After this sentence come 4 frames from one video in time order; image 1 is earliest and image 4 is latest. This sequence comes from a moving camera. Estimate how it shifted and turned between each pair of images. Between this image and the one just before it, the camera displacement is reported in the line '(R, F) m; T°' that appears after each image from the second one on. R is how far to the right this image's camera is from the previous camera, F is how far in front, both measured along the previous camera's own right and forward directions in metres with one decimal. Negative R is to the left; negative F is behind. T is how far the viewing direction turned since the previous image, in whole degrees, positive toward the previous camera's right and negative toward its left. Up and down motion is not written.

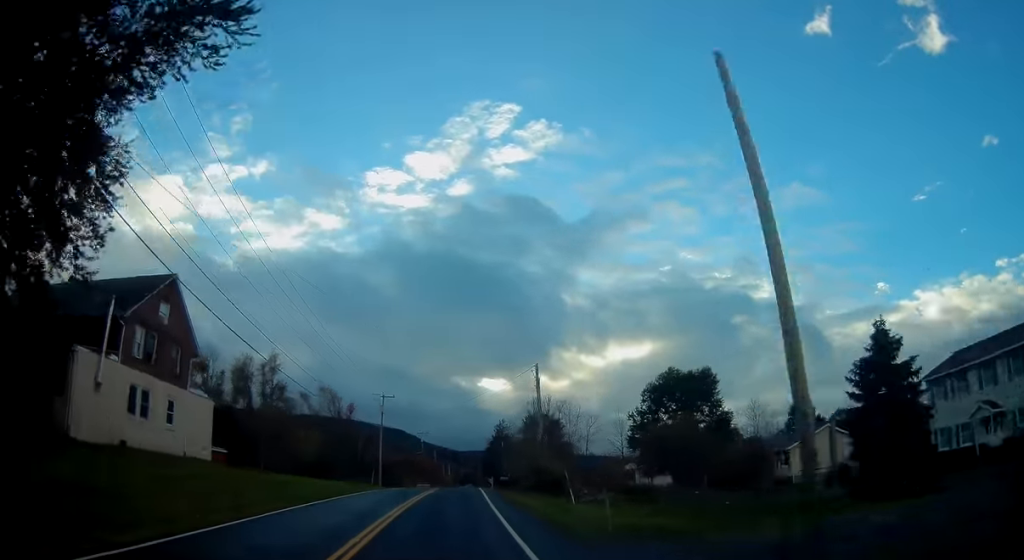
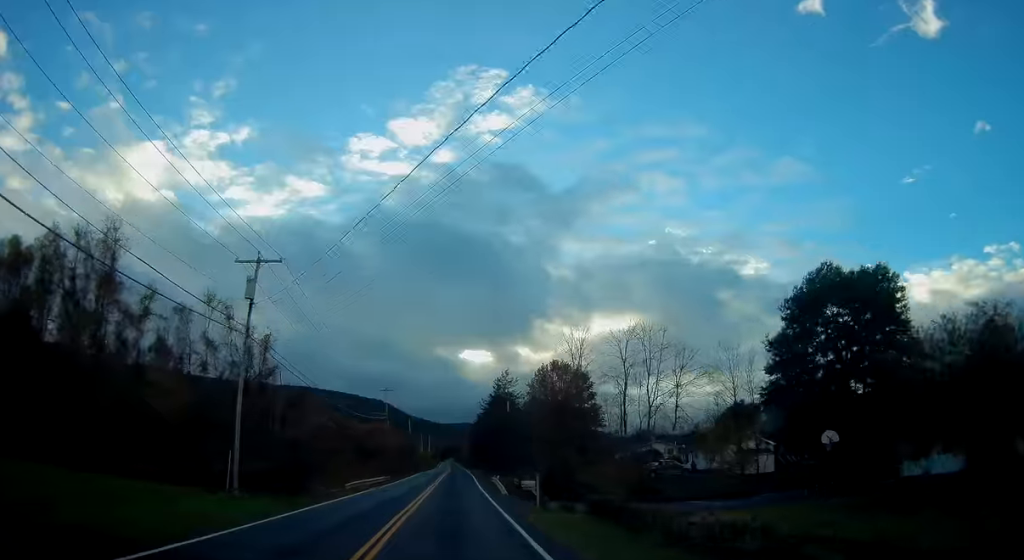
(-0.1, +41.7) m; 0°
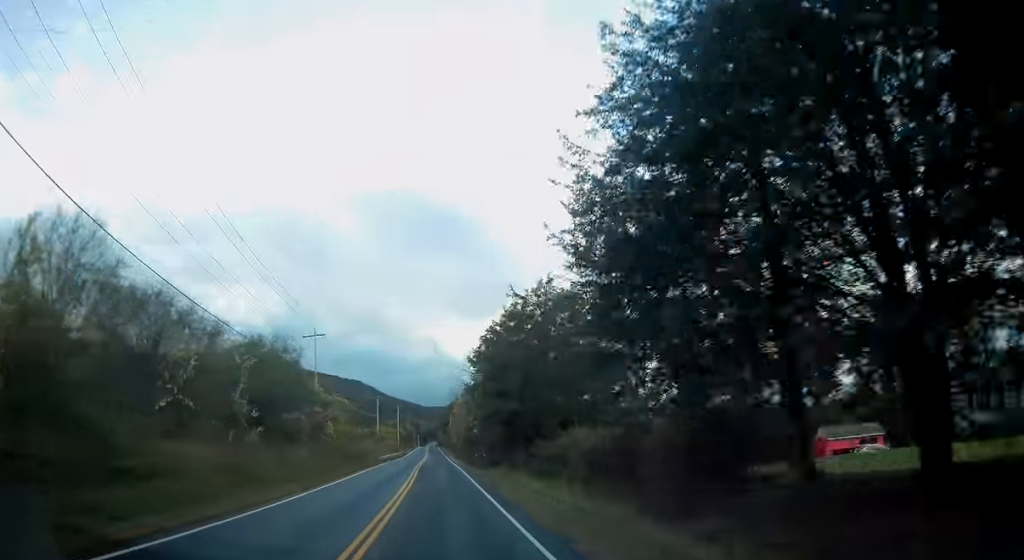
(+1.9, +84.3) m; +2°
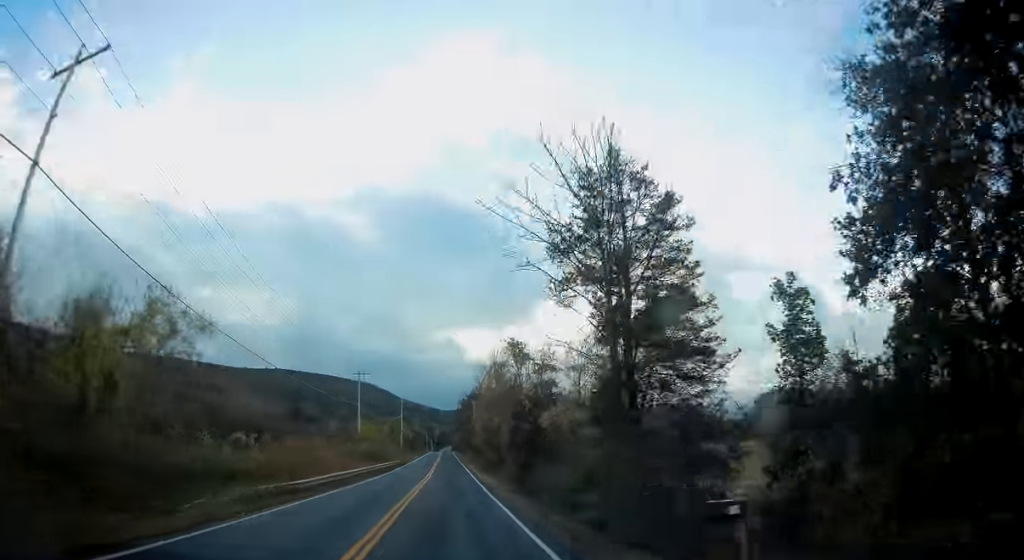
(-0.1, +40.3) m; 0°
